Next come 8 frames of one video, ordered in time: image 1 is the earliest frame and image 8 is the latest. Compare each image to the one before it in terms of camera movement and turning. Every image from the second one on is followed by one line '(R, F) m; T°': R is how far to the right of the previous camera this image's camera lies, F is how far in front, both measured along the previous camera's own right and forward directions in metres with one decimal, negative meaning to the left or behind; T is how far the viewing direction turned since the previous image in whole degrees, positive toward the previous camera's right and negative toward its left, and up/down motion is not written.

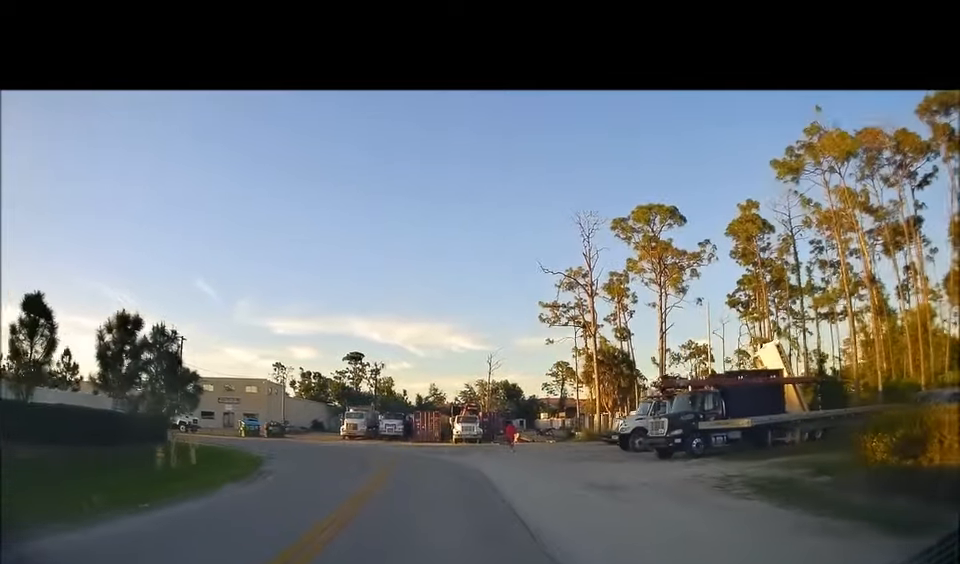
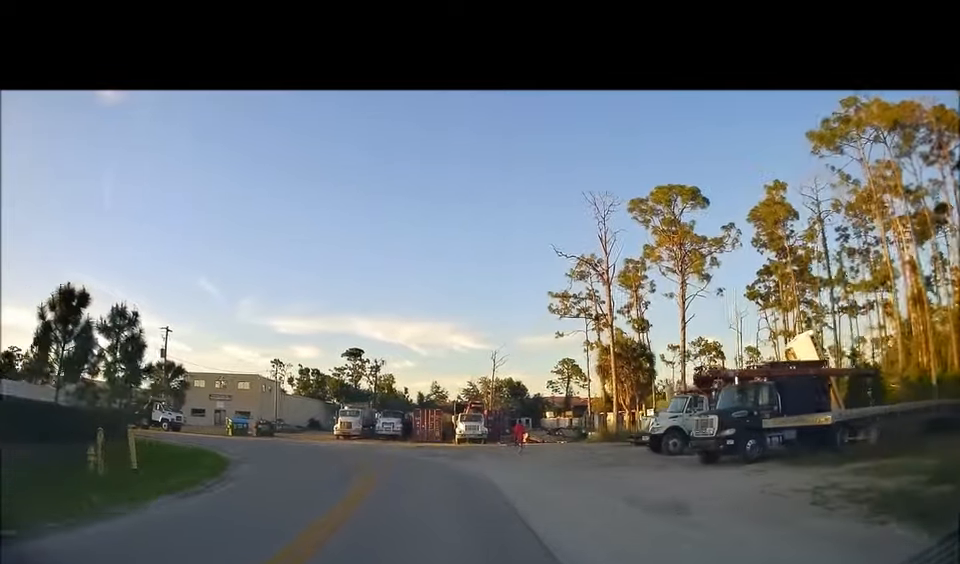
(0.0, +4.3) m; 0°
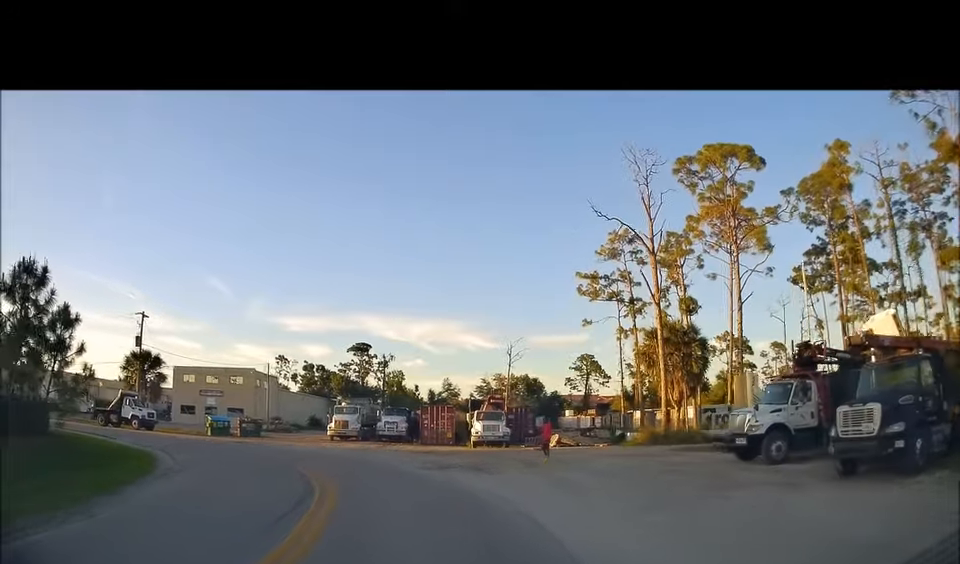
(0.0, +8.0) m; 0°
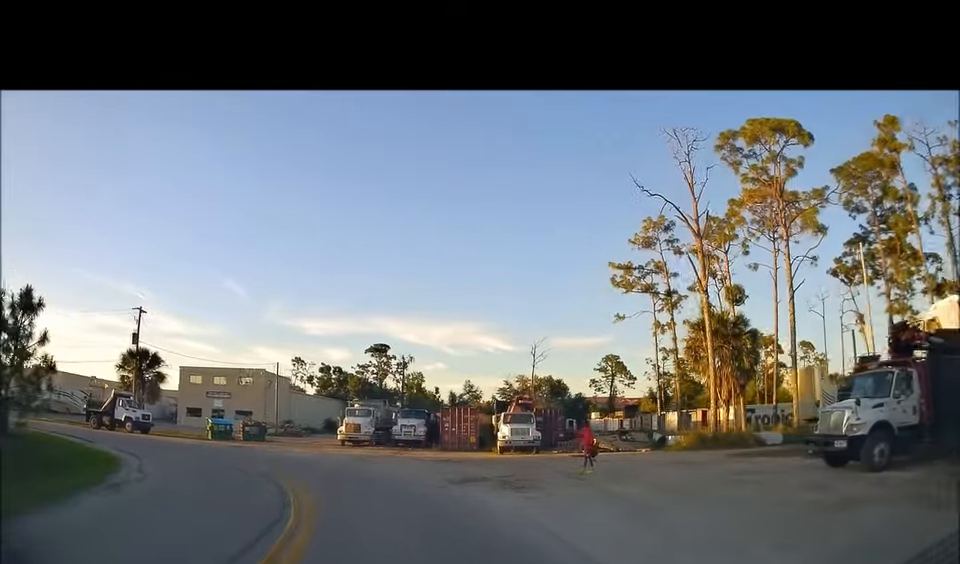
(0.0, +4.3) m; -2°
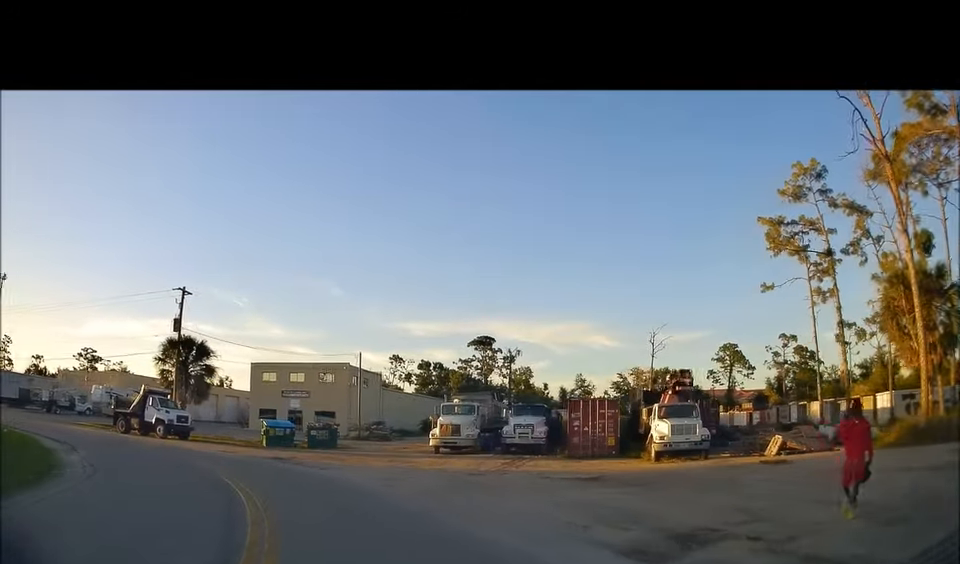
(-0.9, +9.8) m; -12°
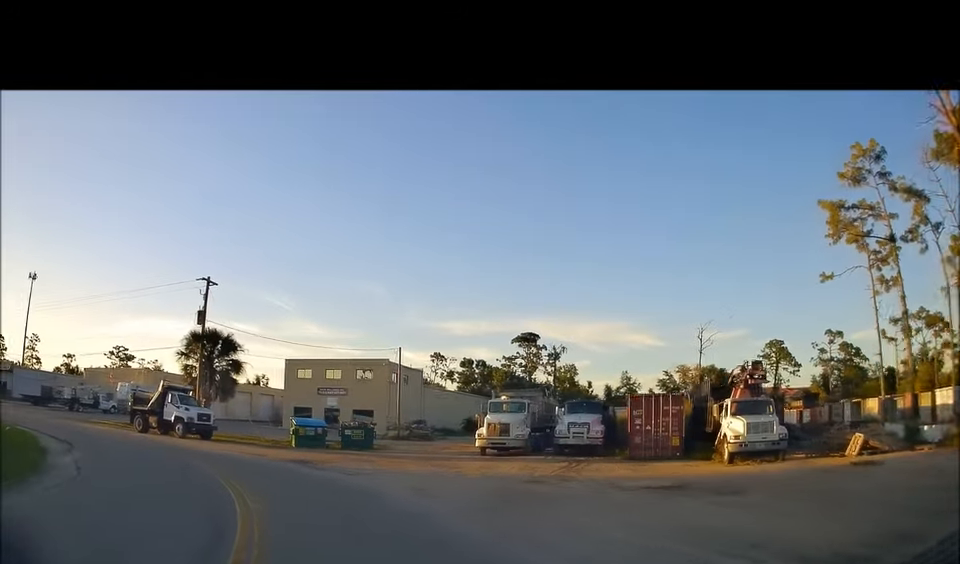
(-0.2, +2.8) m; -3°
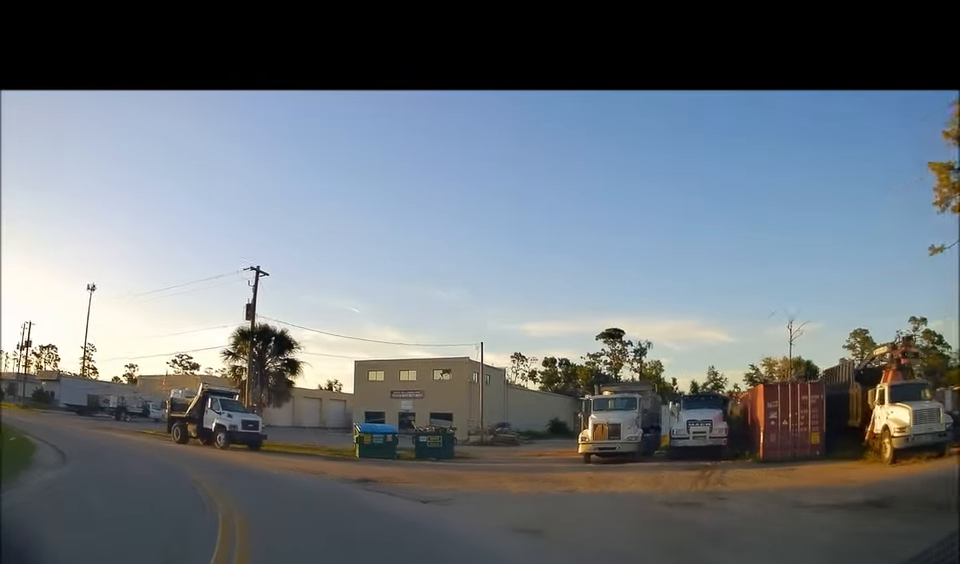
(-0.2, +5.0) m; -5°
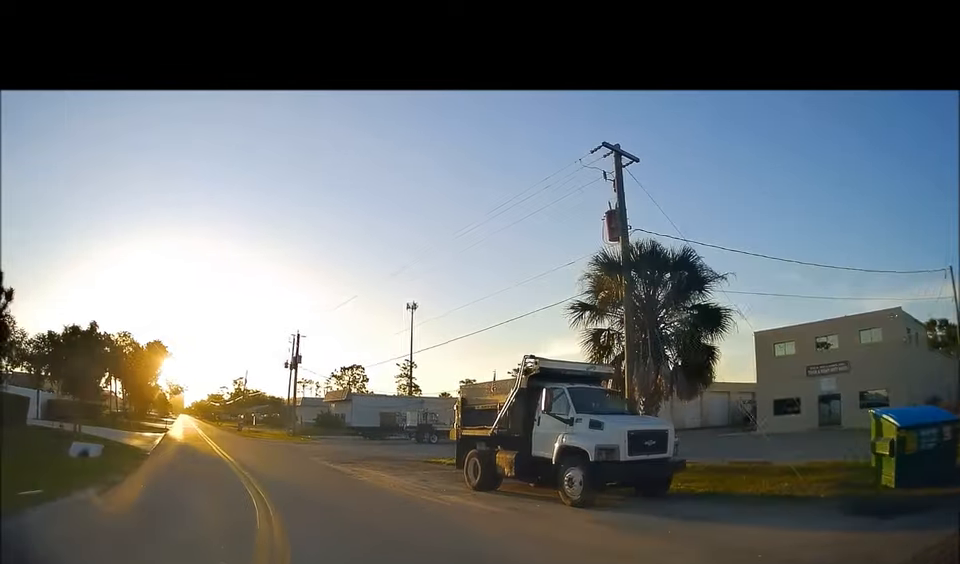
(-3.8, +15.8) m; -32°
